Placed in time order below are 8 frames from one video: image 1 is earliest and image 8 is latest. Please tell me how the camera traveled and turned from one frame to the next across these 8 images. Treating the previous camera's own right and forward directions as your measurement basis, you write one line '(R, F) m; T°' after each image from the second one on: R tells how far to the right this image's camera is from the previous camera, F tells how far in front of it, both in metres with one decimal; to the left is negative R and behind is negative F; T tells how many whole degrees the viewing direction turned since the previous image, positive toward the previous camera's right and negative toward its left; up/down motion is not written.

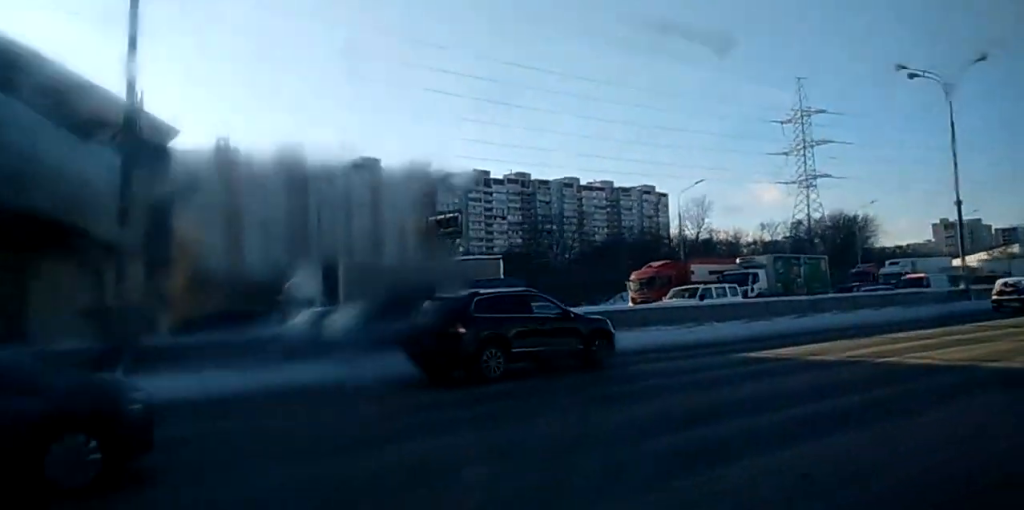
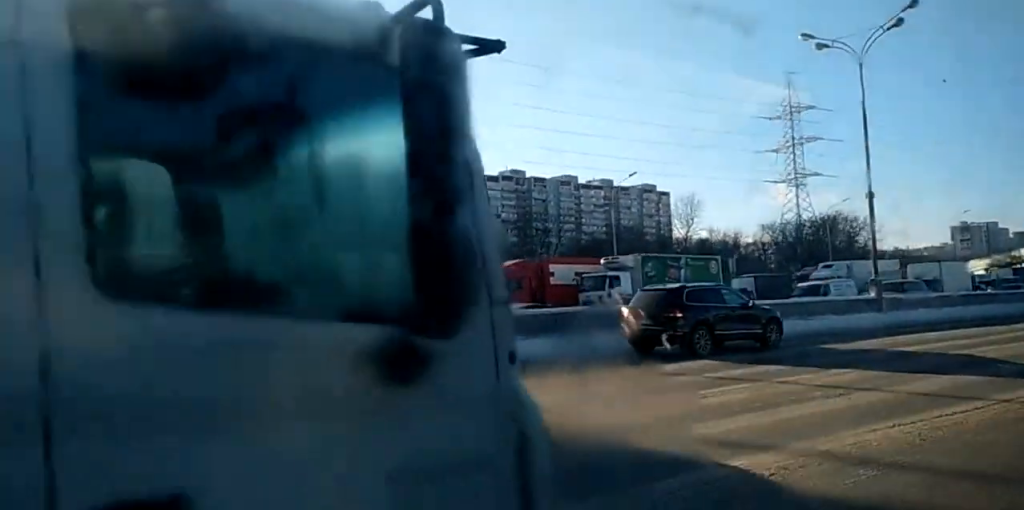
(+0.1, +10.5) m; 0°
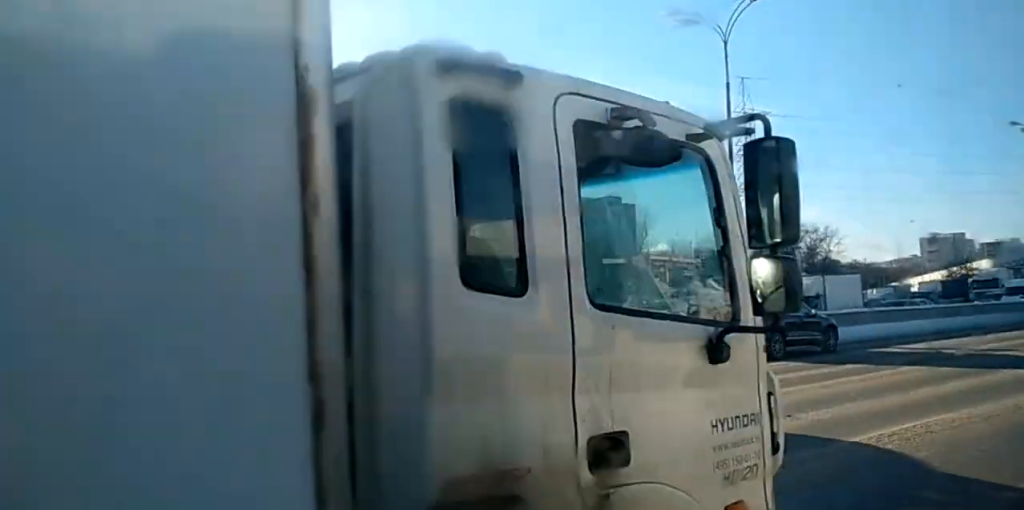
(-0.2, +7.9) m; -2°
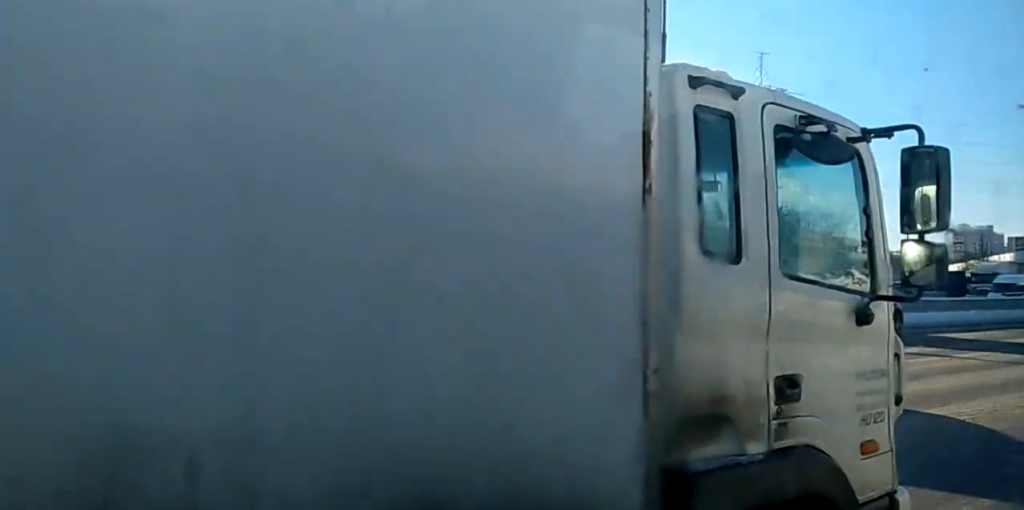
(0.0, +5.8) m; 0°
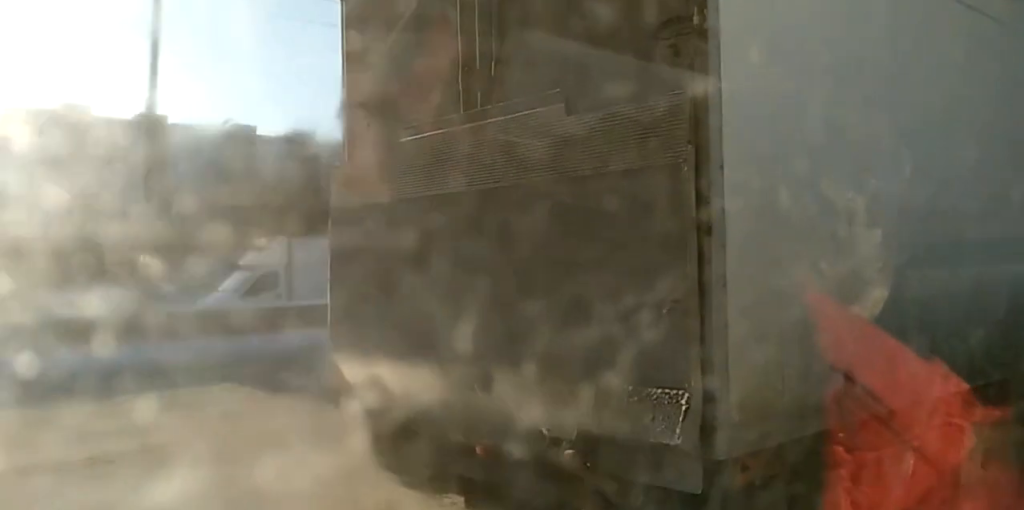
(0.0, +49.3) m; 0°
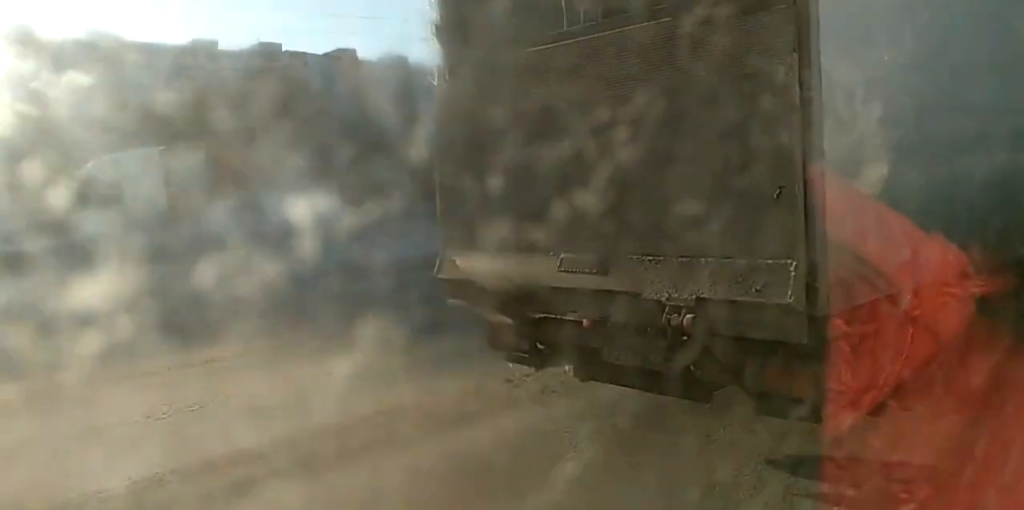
(+0.1, +8.4) m; 0°
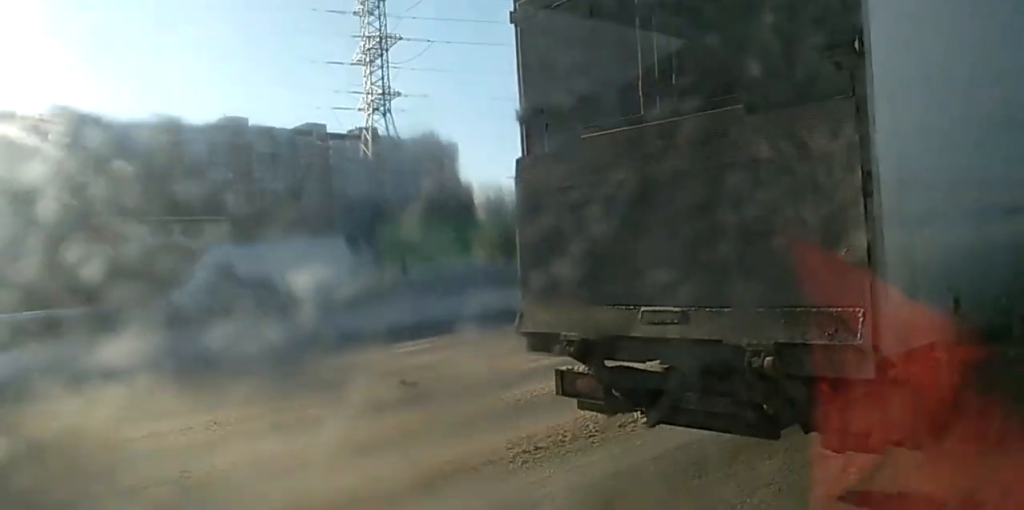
(0.0, +9.7) m; 0°
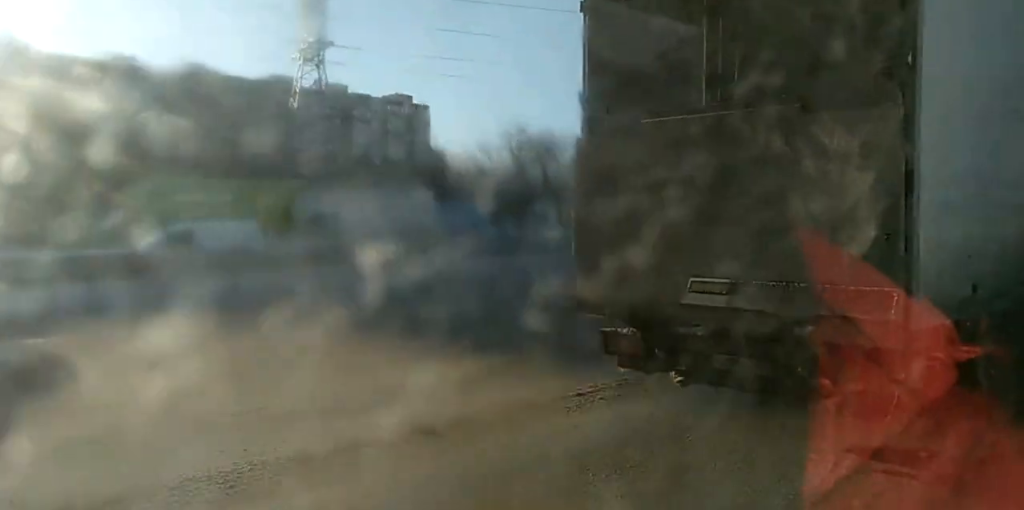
(0.0, +8.6) m; 0°
